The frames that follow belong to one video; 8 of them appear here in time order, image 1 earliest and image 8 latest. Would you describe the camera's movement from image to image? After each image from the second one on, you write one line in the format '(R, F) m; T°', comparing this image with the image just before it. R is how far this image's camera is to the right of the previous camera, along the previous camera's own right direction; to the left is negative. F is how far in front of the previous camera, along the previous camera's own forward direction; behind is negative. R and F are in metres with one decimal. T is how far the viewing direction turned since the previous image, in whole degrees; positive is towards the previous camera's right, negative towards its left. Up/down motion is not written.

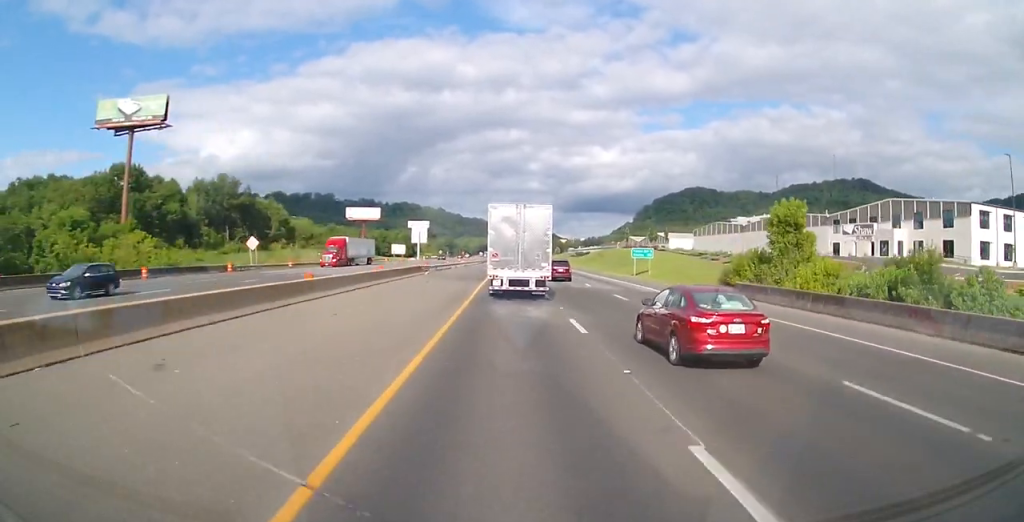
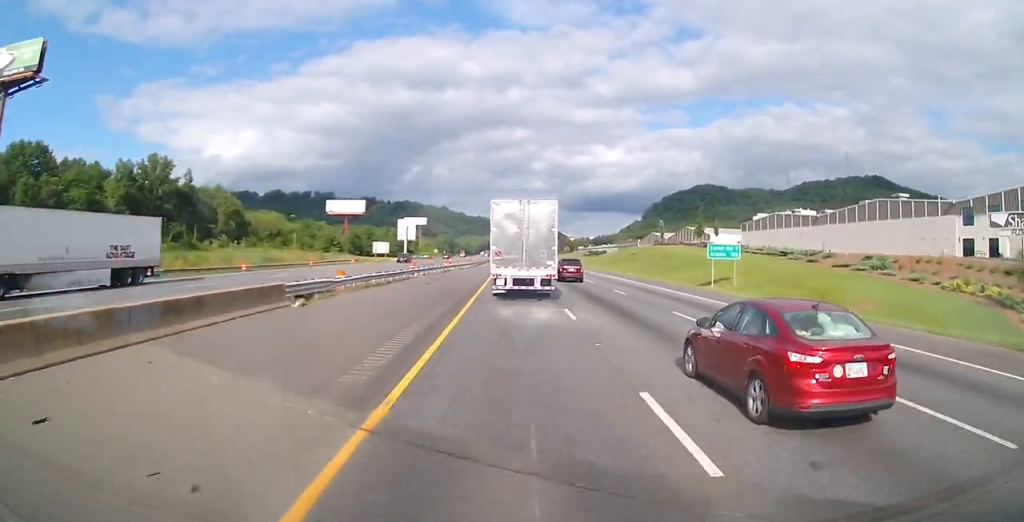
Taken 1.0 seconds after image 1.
(0.0, +34.4) m; 0°
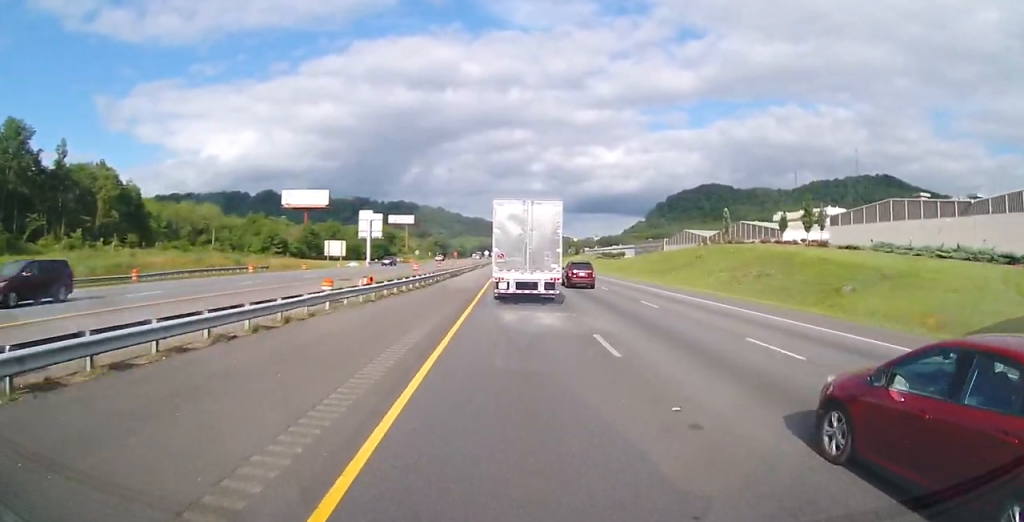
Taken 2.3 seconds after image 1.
(-0.4, +43.0) m; -1°
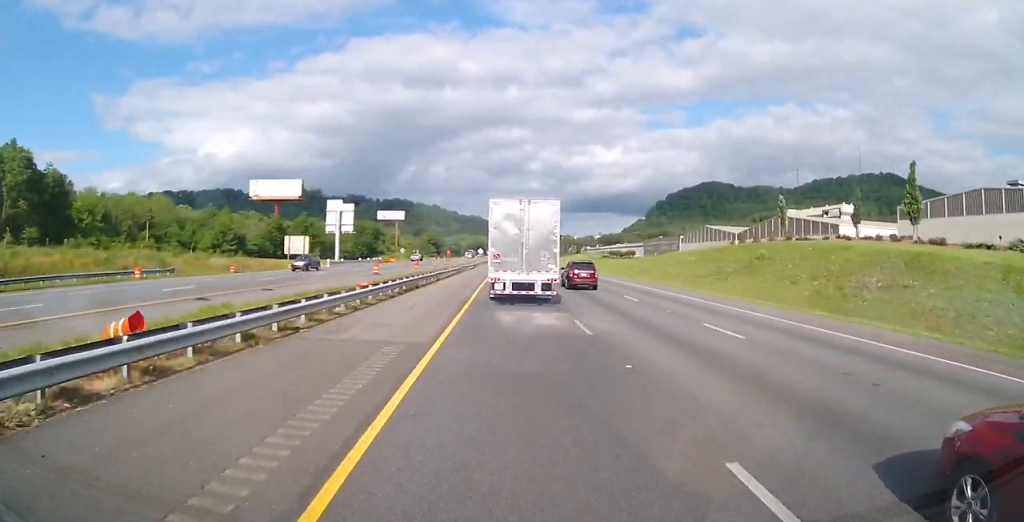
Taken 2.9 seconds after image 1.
(-0.3, +21.5) m; 0°
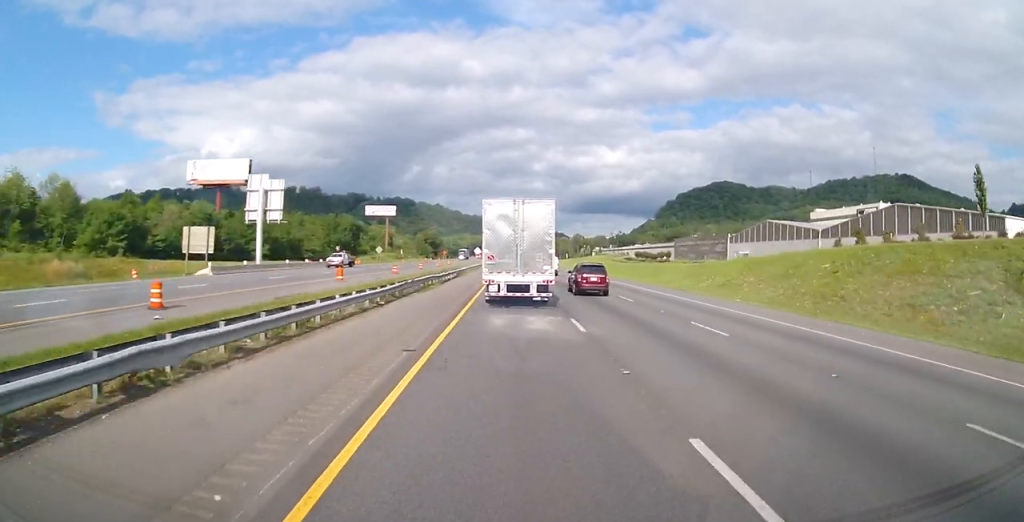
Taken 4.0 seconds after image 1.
(+0.6, +36.0) m; +1°
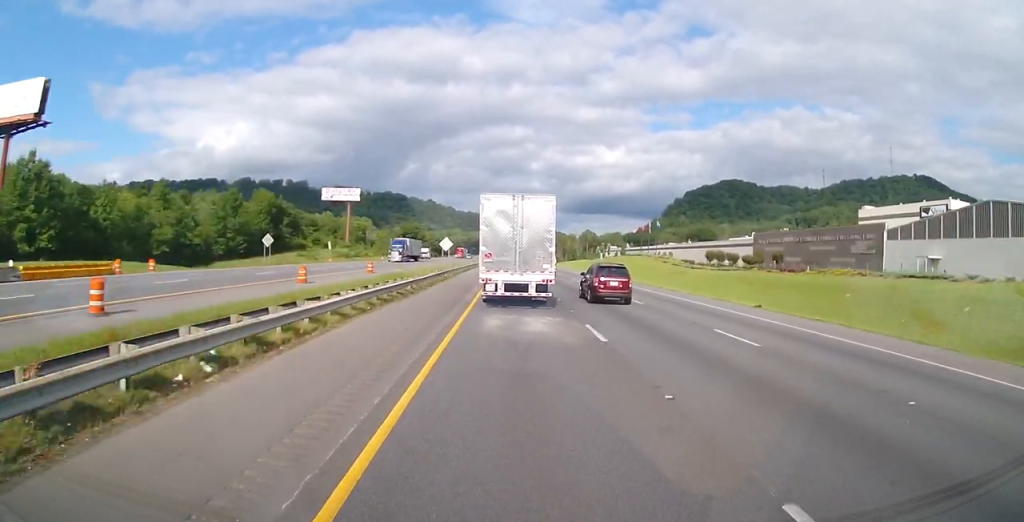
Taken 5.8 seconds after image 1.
(0.0, +63.2) m; 0°
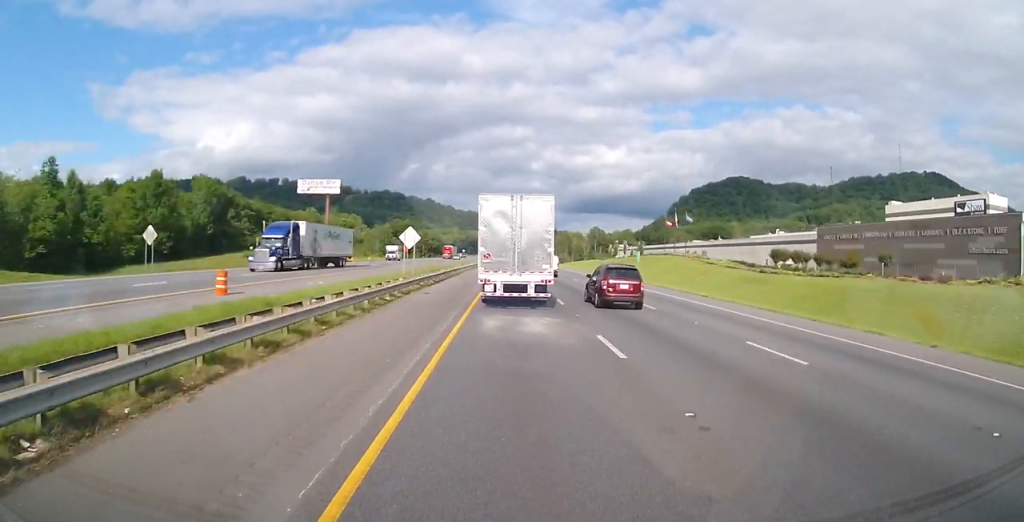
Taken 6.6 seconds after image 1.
(0.0, +26.8) m; +1°
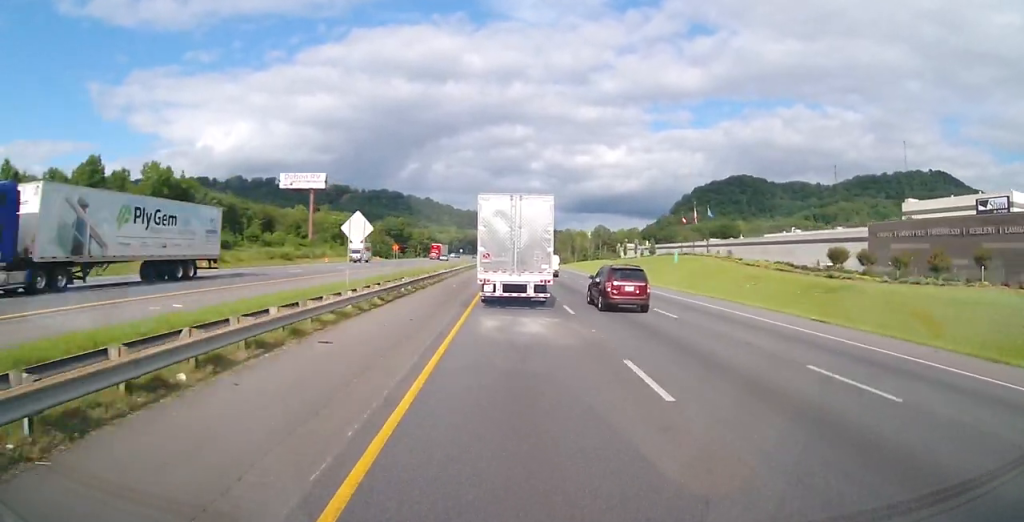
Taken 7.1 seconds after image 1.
(0.0, +15.6) m; 0°
